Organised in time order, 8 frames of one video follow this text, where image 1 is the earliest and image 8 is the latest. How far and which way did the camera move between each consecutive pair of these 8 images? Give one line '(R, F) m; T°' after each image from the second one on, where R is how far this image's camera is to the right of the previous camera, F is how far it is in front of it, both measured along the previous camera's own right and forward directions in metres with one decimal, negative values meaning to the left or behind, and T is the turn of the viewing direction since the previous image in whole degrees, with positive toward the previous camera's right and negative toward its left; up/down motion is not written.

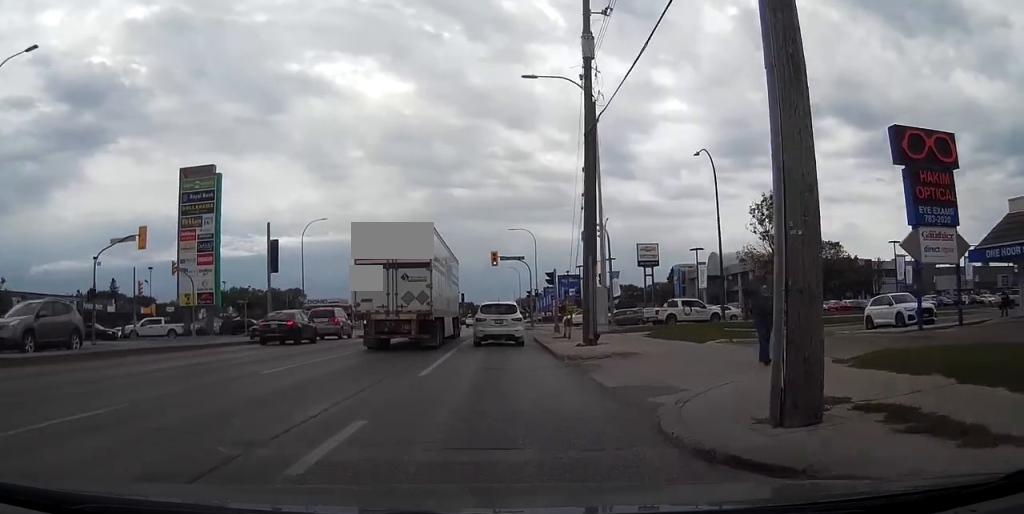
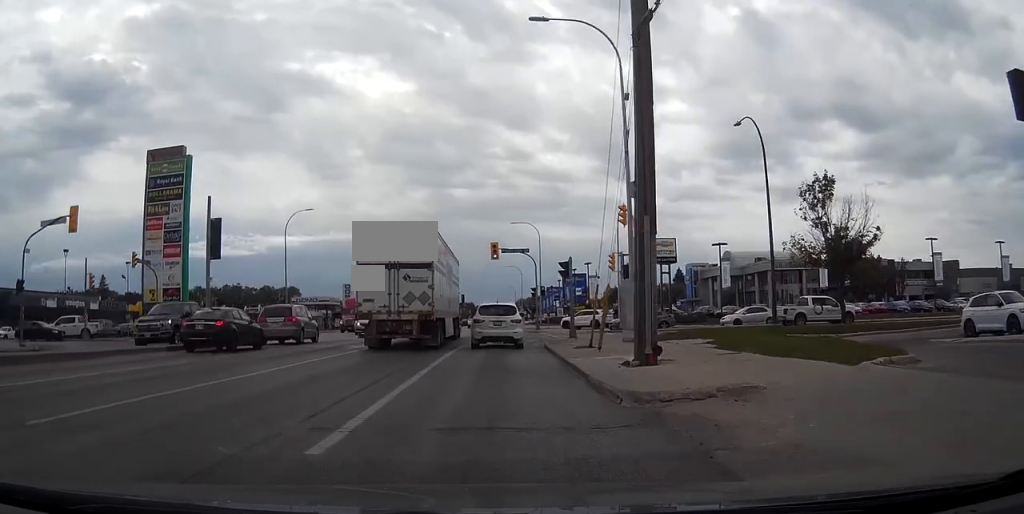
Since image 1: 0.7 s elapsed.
(+0.1, +8.4) m; 0°
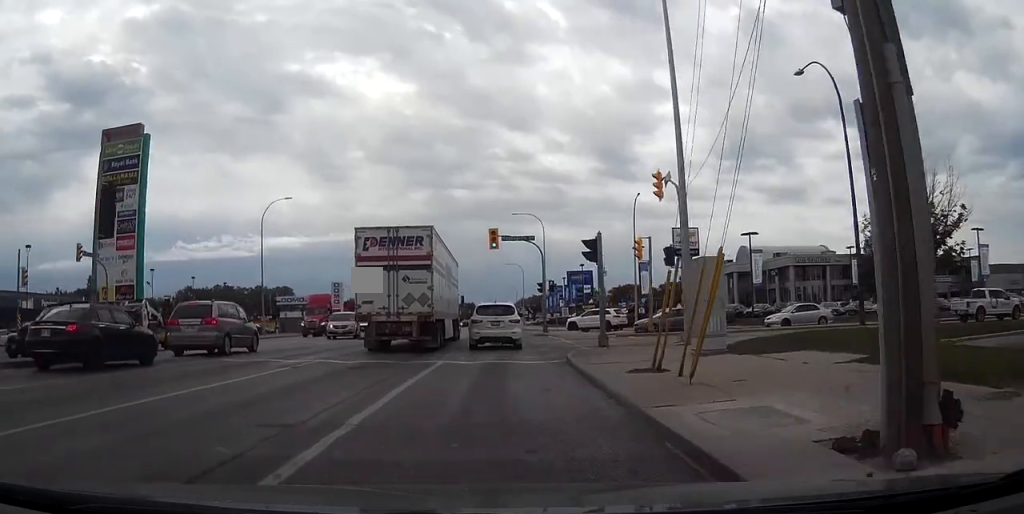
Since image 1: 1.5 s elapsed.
(-0.1, +9.1) m; -1°
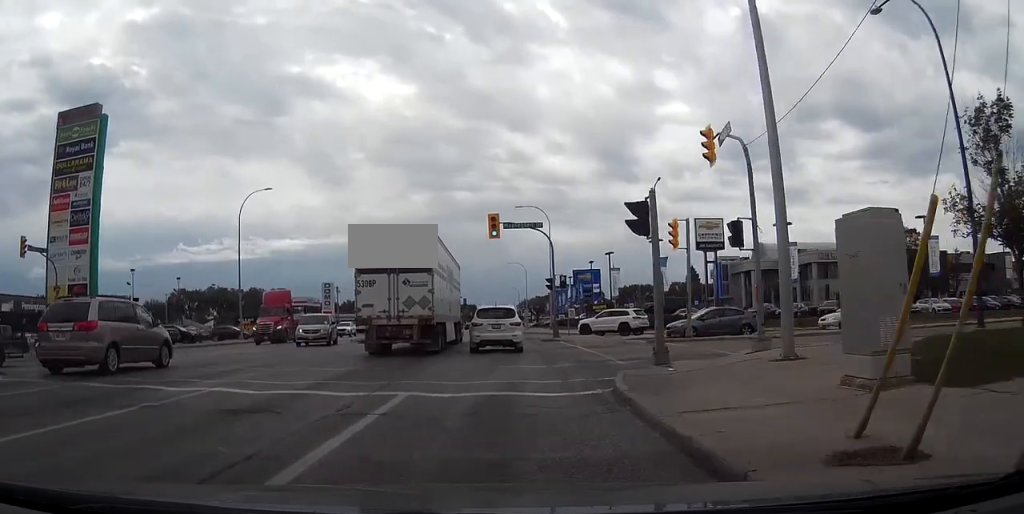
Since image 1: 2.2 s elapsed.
(0.0, +7.6) m; 0°
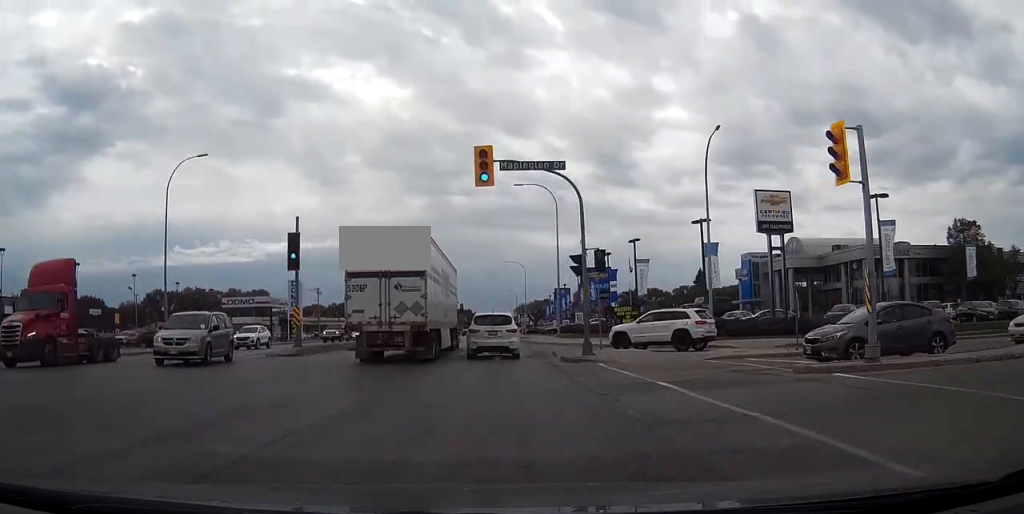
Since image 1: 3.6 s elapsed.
(+0.1, +16.1) m; +1°
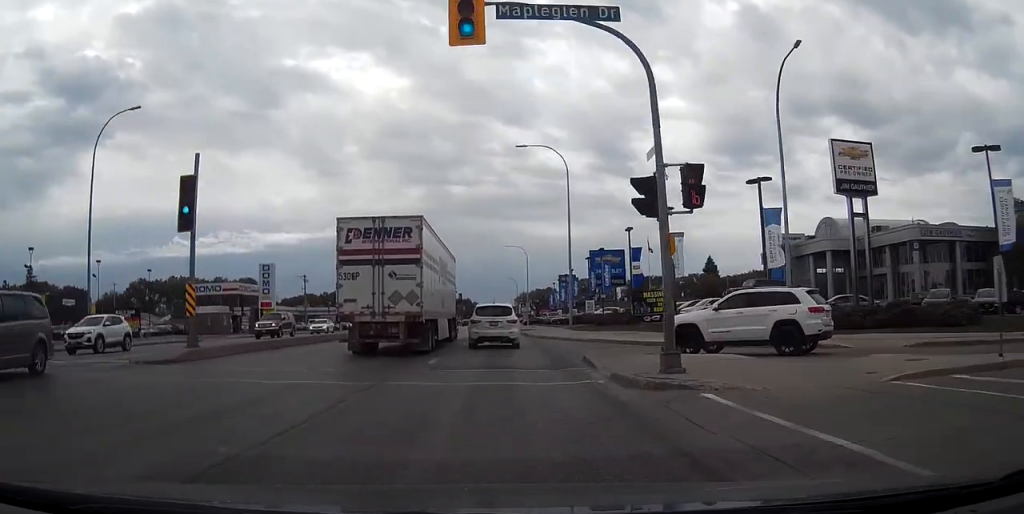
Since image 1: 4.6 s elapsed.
(+0.1, +11.7) m; -1°
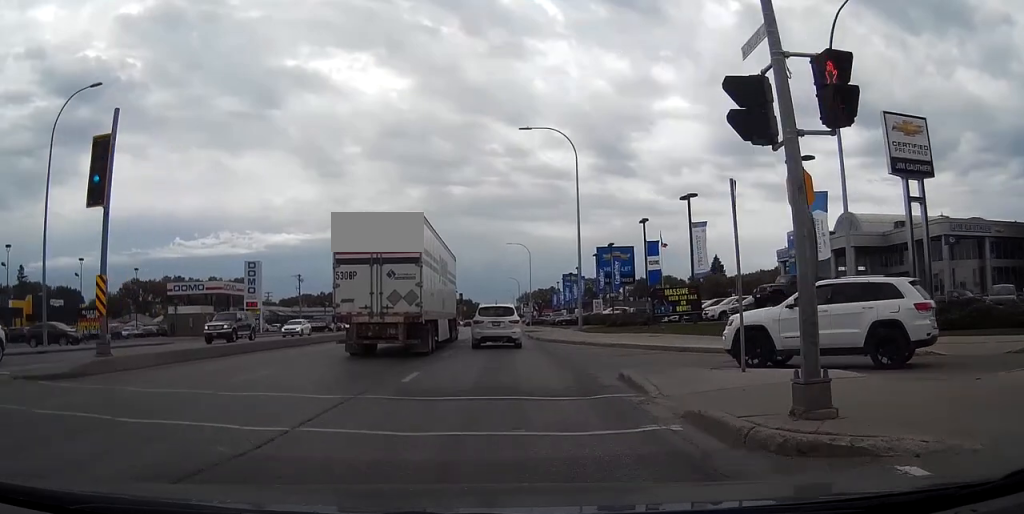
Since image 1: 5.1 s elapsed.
(-0.1, +5.5) m; 0°
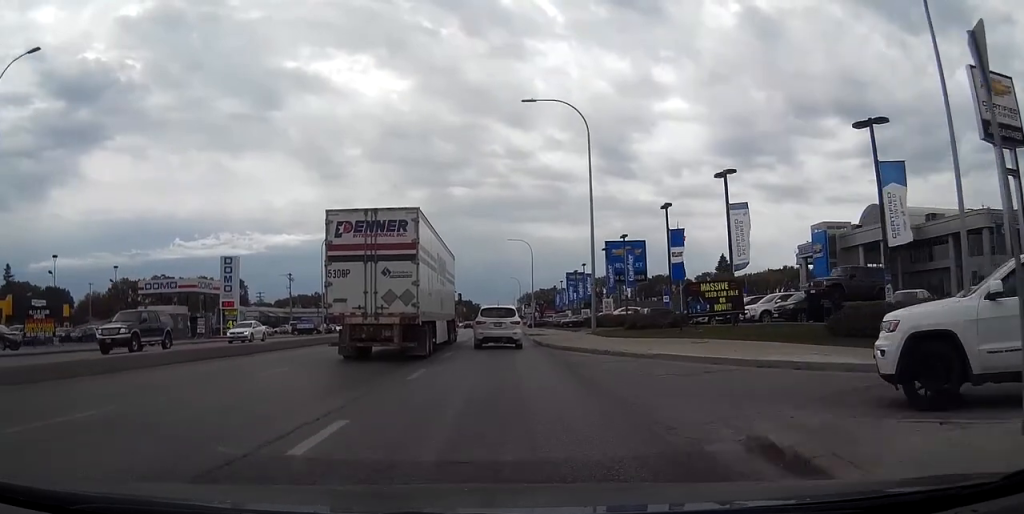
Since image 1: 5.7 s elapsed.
(-0.2, +7.2) m; 0°
